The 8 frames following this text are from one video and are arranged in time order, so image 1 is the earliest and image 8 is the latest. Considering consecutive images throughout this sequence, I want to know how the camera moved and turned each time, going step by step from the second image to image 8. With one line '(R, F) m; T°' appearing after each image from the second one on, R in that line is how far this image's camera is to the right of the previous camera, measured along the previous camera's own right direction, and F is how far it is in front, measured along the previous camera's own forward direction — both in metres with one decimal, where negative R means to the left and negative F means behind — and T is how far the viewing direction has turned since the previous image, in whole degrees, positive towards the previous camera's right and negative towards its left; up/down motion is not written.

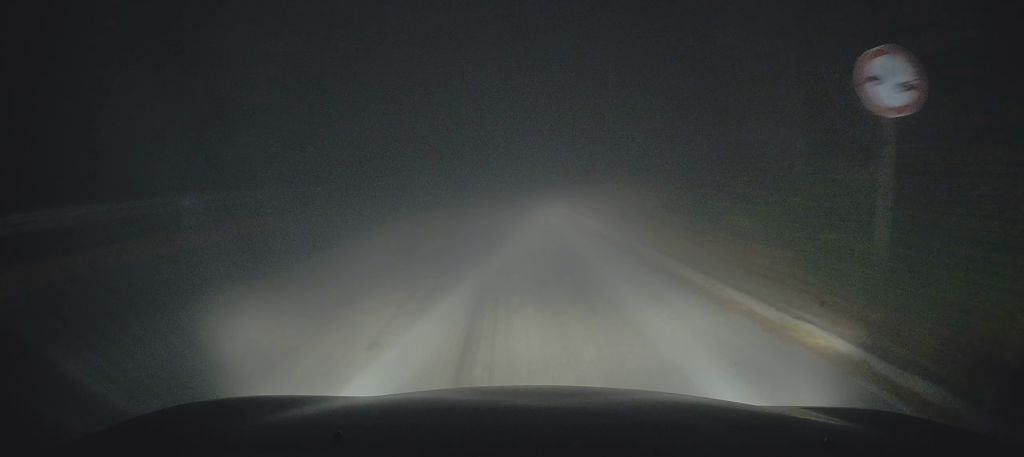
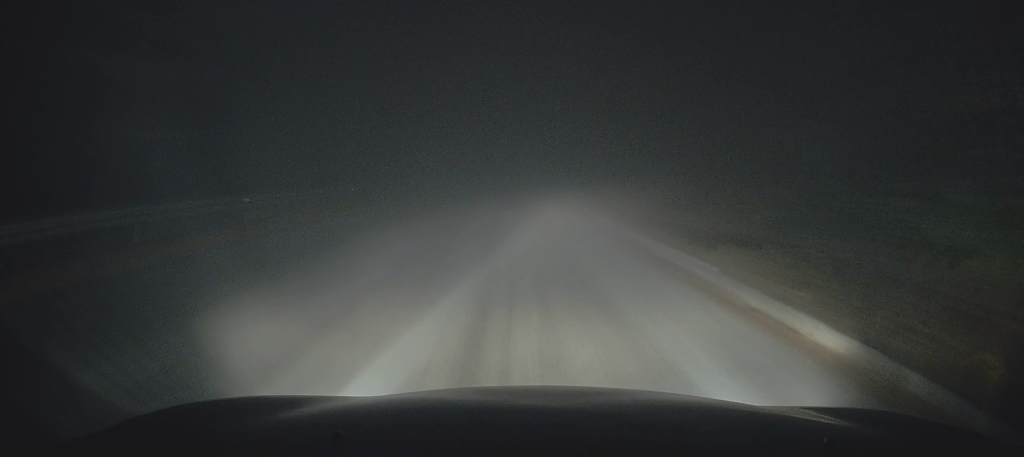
(0.0, +6.0) m; -1°
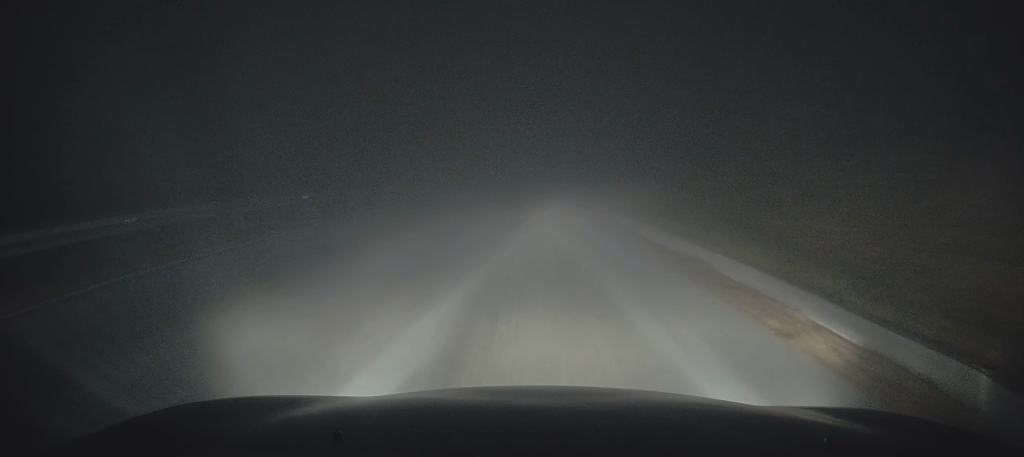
(-0.3, +12.3) m; 0°
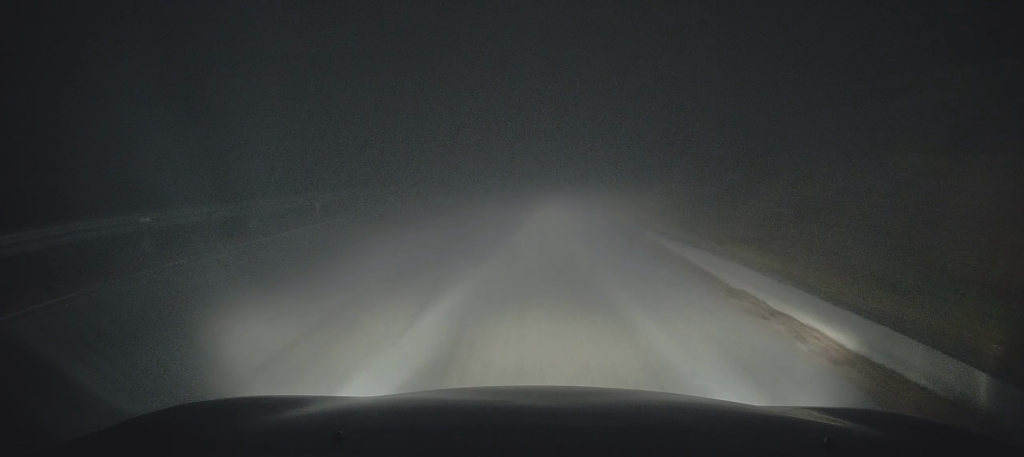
(+0.1, +6.8) m; +1°
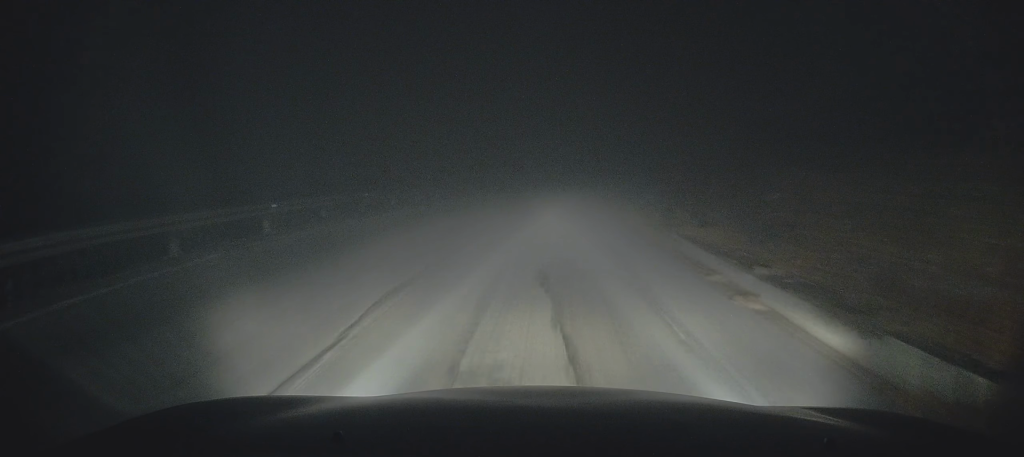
(0.0, +18.0) m; -2°
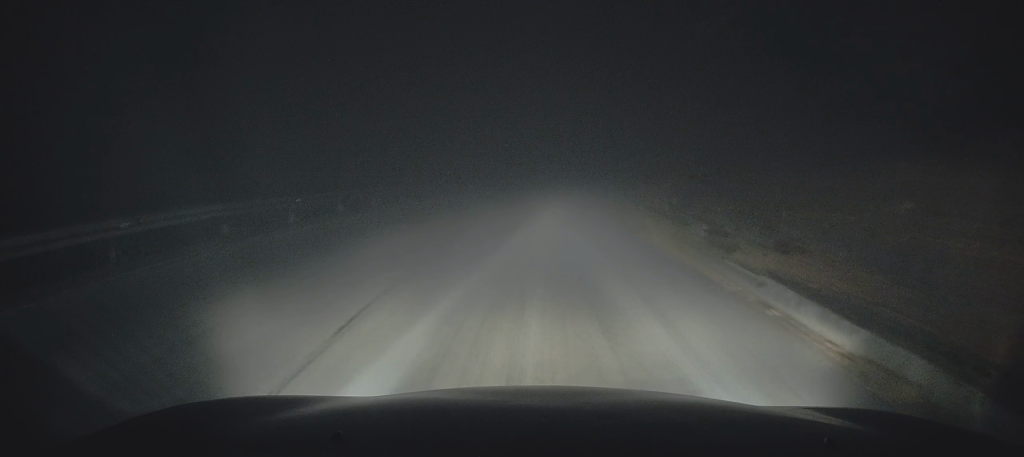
(-0.1, +4.9) m; -1°
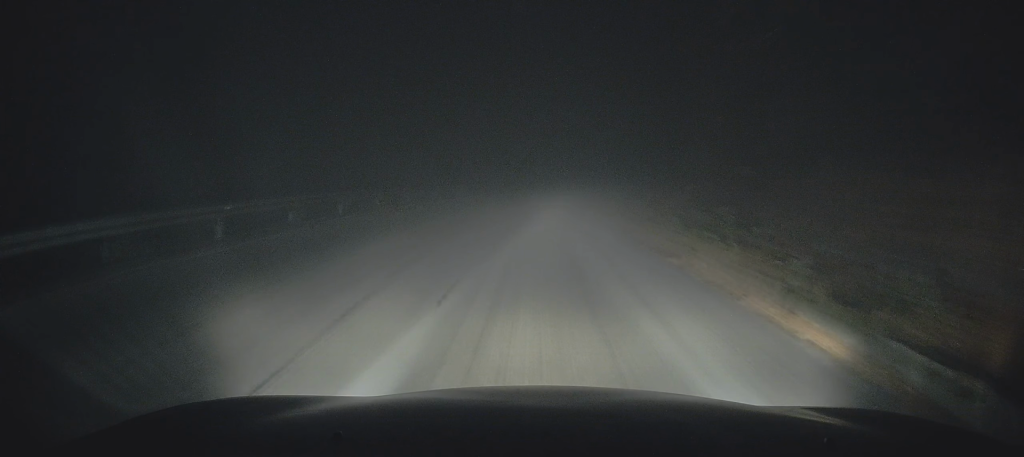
(0.0, +3.8) m; 0°
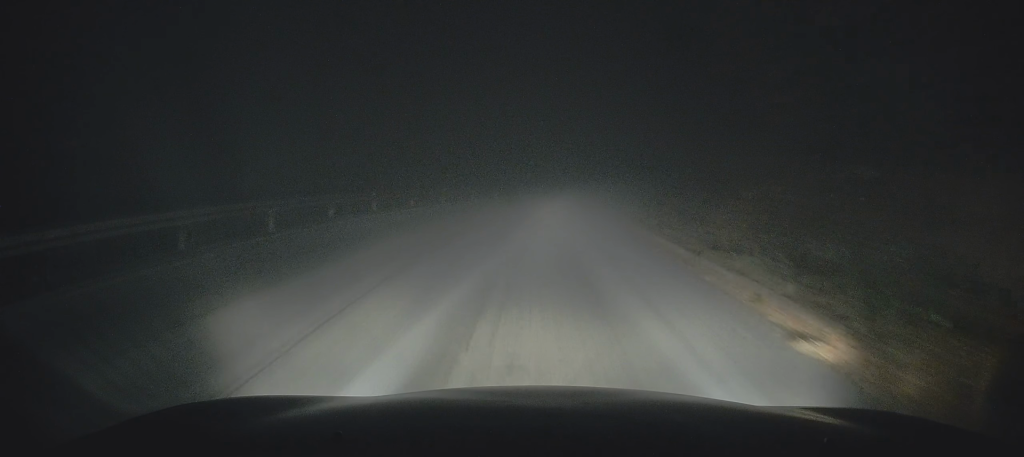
(0.0, +5.3) m; 0°
